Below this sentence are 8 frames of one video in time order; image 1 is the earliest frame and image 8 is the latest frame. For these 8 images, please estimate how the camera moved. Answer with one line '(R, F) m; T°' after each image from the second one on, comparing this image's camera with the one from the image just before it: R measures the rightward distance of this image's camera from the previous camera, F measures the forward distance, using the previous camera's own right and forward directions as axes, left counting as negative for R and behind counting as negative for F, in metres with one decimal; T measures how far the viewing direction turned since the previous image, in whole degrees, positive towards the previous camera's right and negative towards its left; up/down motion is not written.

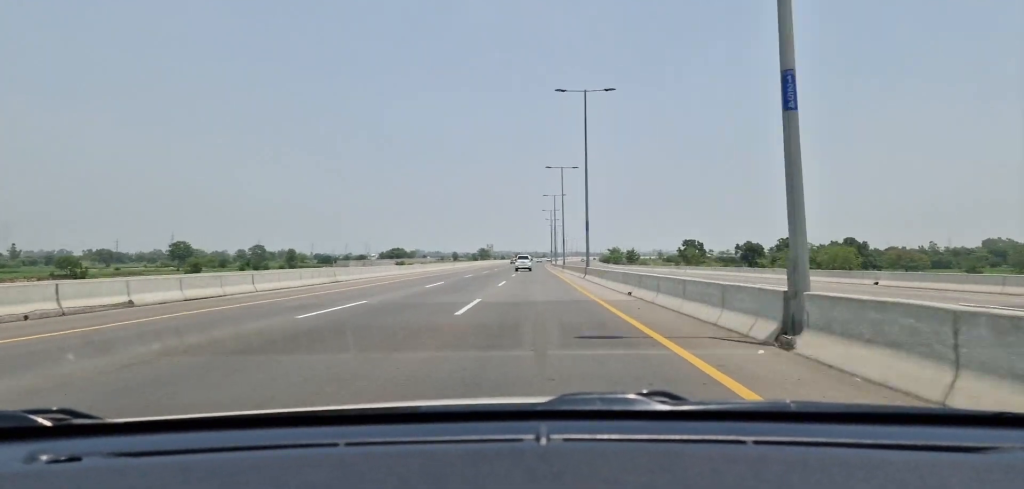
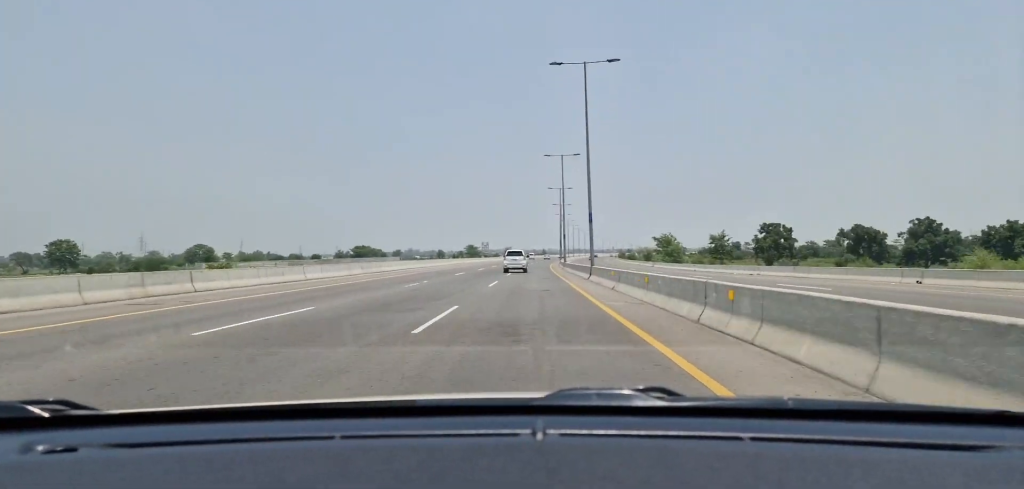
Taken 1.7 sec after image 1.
(-0.5, +75.9) m; 0°
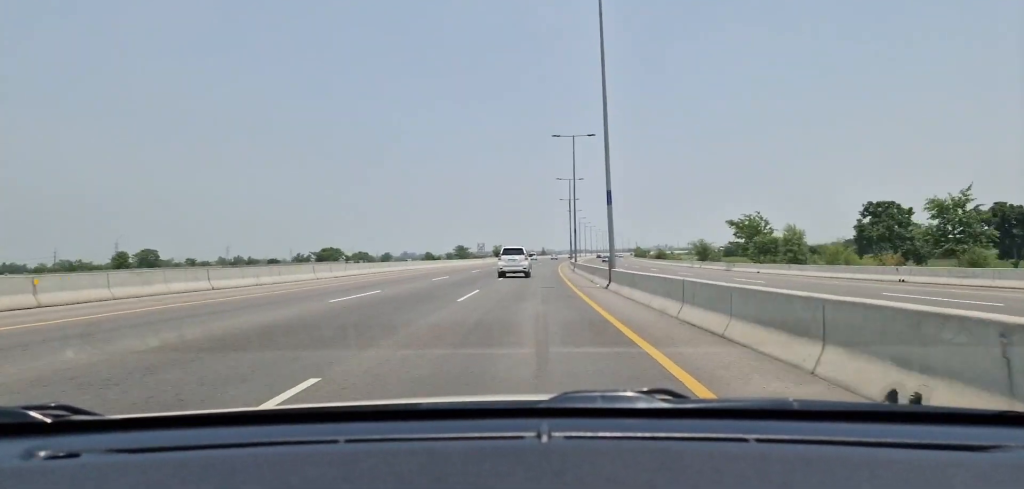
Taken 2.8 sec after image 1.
(+0.7, +45.9) m; 0°
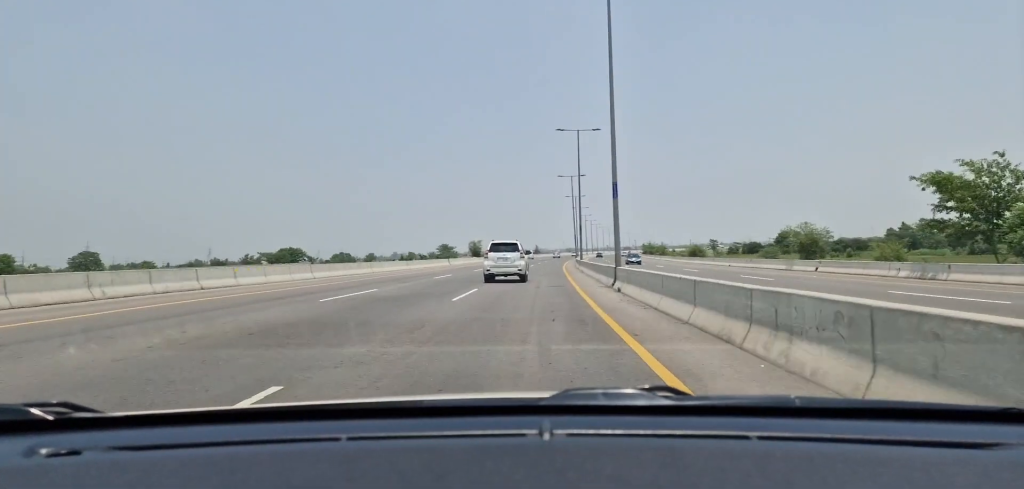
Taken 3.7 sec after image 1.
(-0.5, +36.0) m; +1°
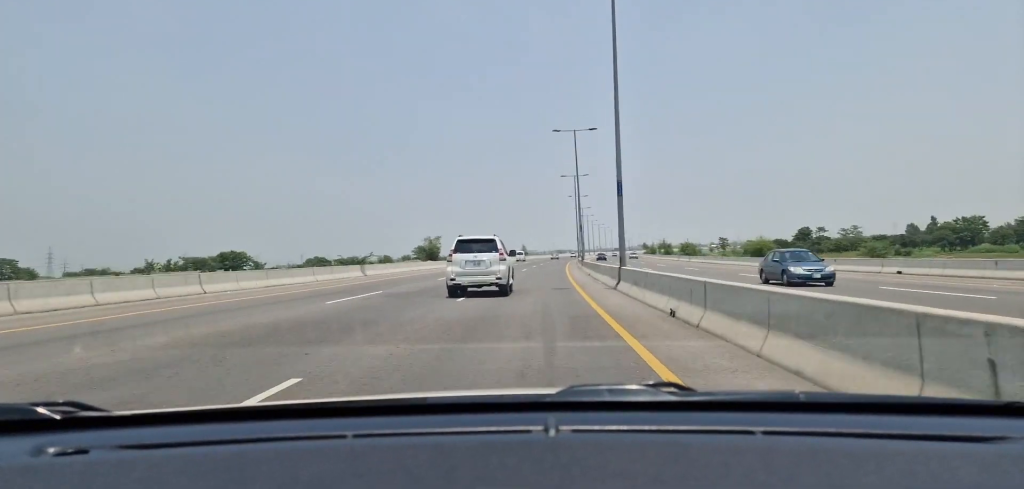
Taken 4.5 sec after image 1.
(+0.9, +35.9) m; +2°
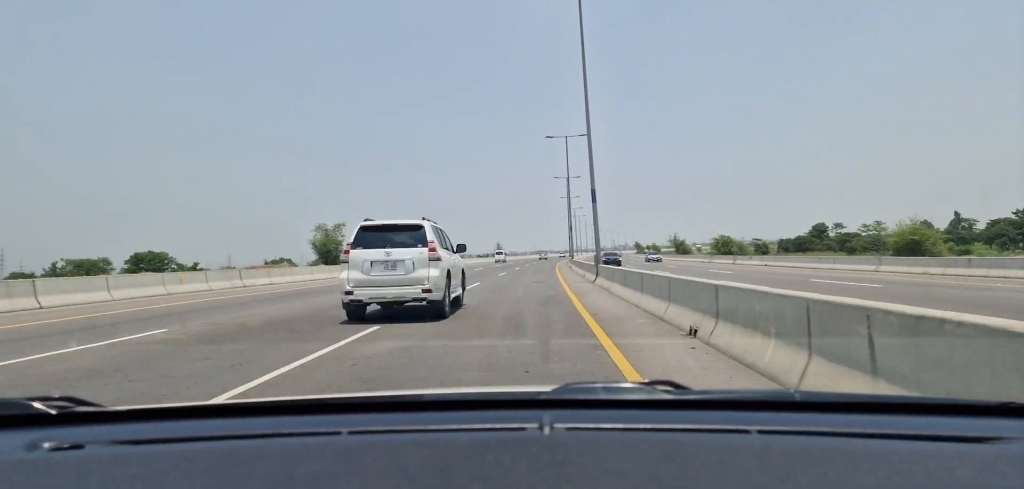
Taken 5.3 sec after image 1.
(+0.5, +32.0) m; +1°
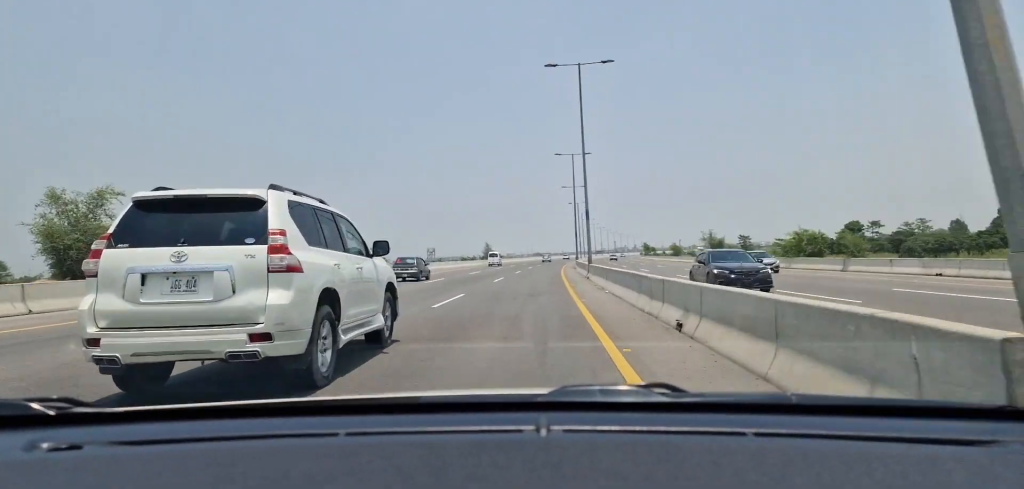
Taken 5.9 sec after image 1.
(+0.2, +23.2) m; 0°
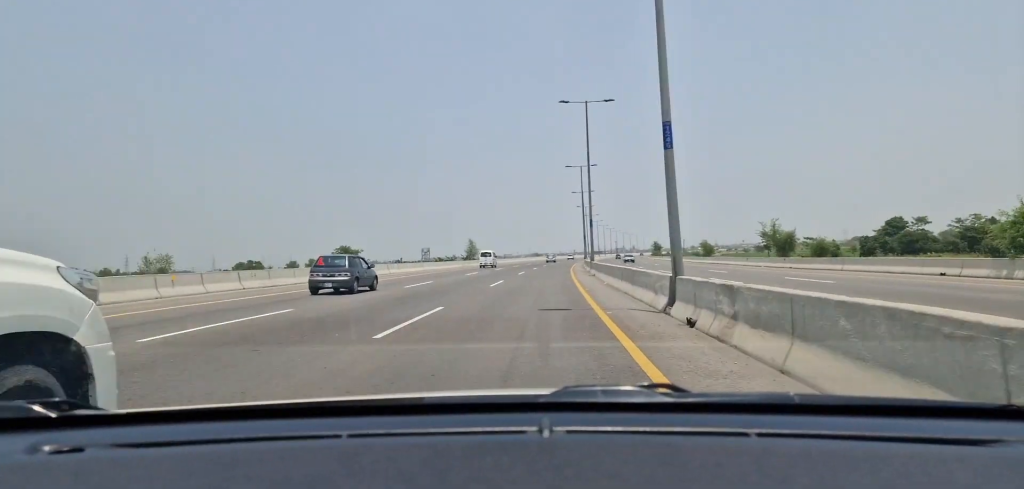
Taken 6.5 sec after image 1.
(-0.2, +25.5) m; 0°
